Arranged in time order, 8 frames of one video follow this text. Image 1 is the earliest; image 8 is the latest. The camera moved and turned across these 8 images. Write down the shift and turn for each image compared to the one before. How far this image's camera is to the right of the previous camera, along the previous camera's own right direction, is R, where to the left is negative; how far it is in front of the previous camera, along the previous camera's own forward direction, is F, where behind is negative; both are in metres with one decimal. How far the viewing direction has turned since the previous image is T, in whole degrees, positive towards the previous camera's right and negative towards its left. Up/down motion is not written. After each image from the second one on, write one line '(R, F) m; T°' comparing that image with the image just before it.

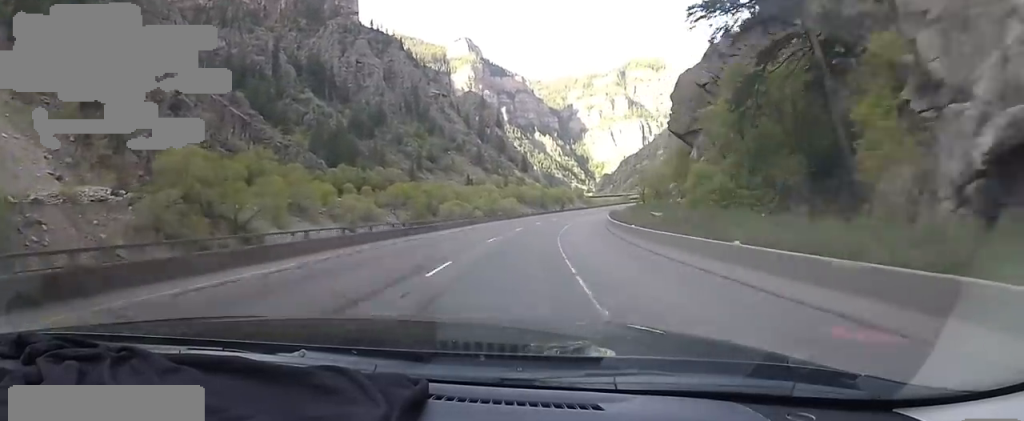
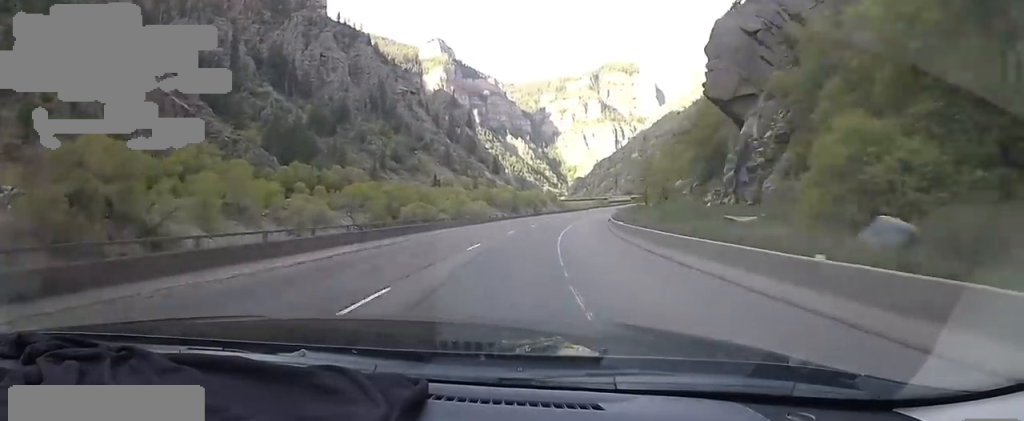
(+1.3, +17.5) m; +6°
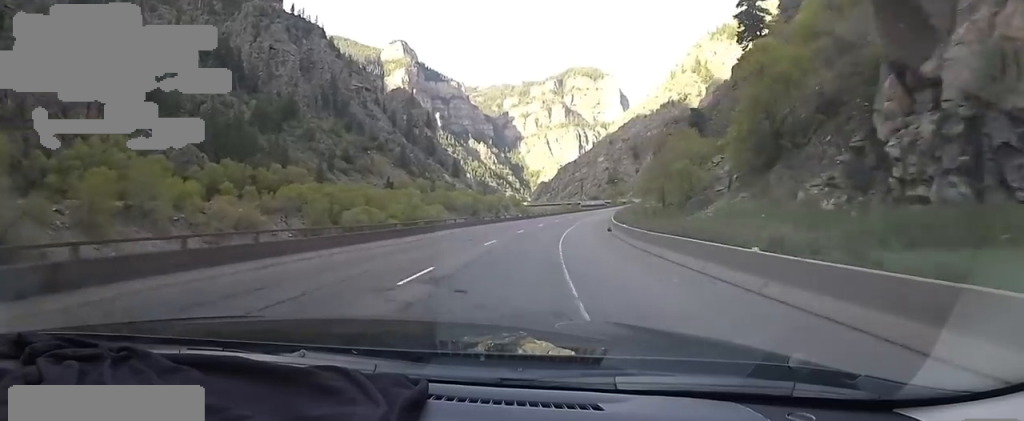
(+1.3, +20.9) m; +6°
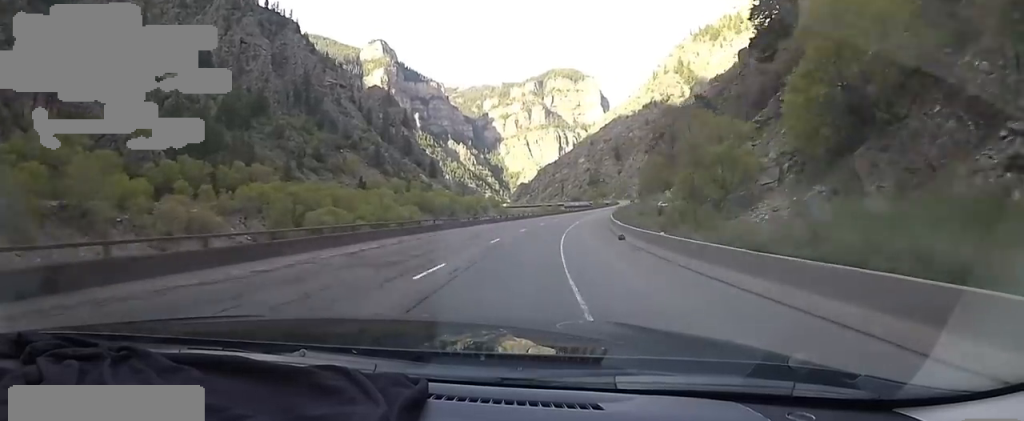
(+0.2, +11.3) m; +3°
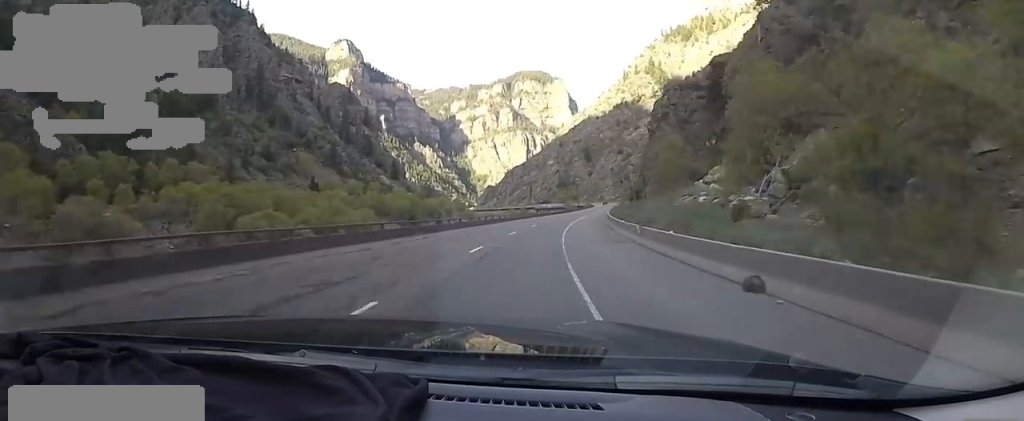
(+0.8, +18.0) m; +3°
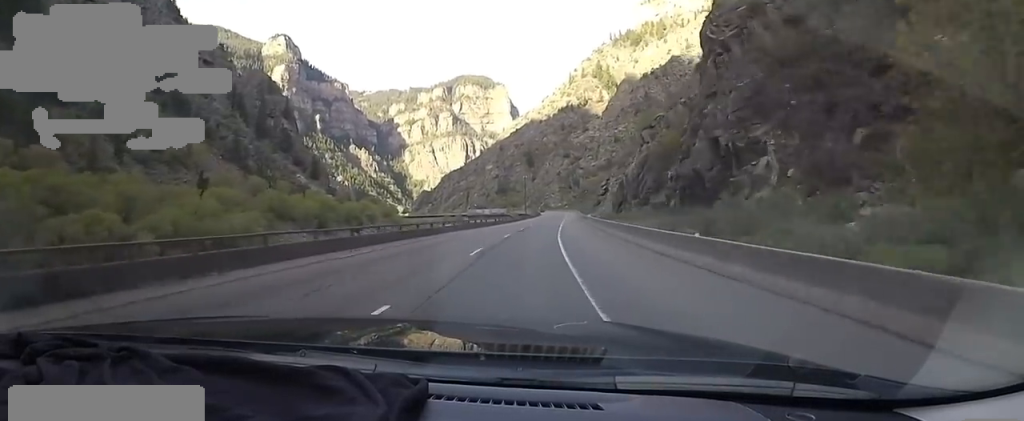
(+1.8, +37.2) m; +7°
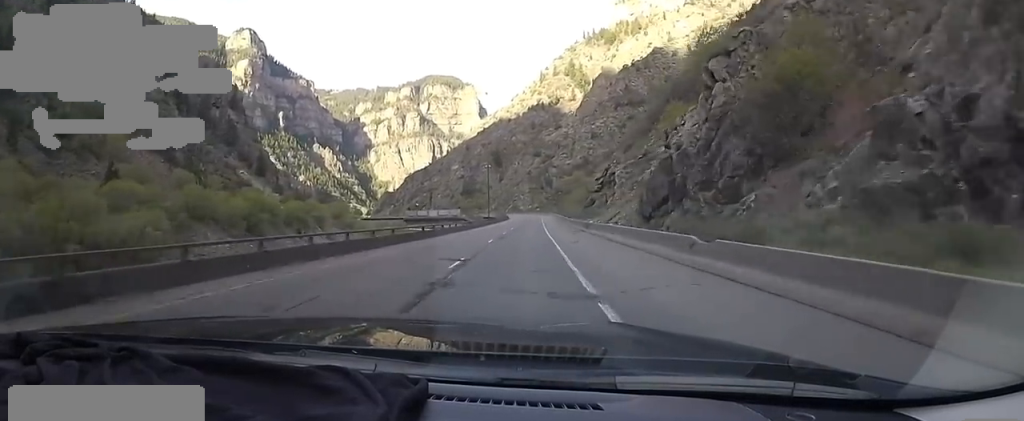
(+1.6, +27.2) m; +7°
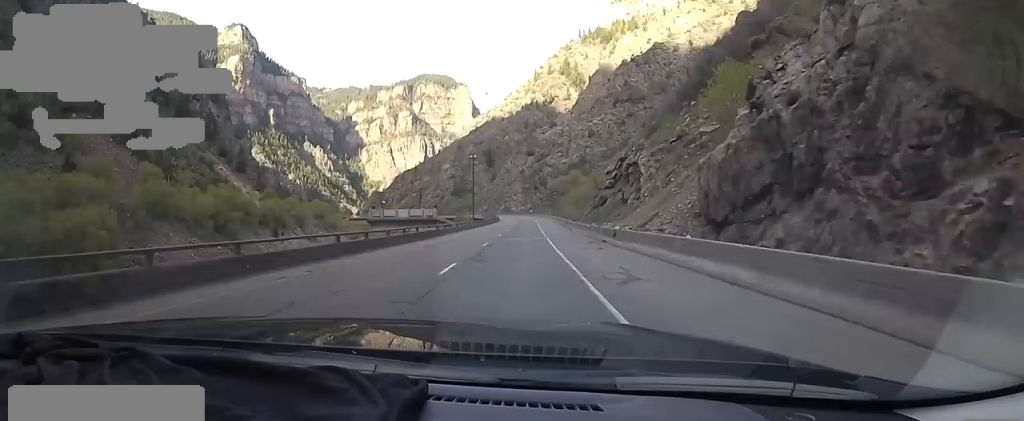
(+0.6, +13.0) m; +2°
